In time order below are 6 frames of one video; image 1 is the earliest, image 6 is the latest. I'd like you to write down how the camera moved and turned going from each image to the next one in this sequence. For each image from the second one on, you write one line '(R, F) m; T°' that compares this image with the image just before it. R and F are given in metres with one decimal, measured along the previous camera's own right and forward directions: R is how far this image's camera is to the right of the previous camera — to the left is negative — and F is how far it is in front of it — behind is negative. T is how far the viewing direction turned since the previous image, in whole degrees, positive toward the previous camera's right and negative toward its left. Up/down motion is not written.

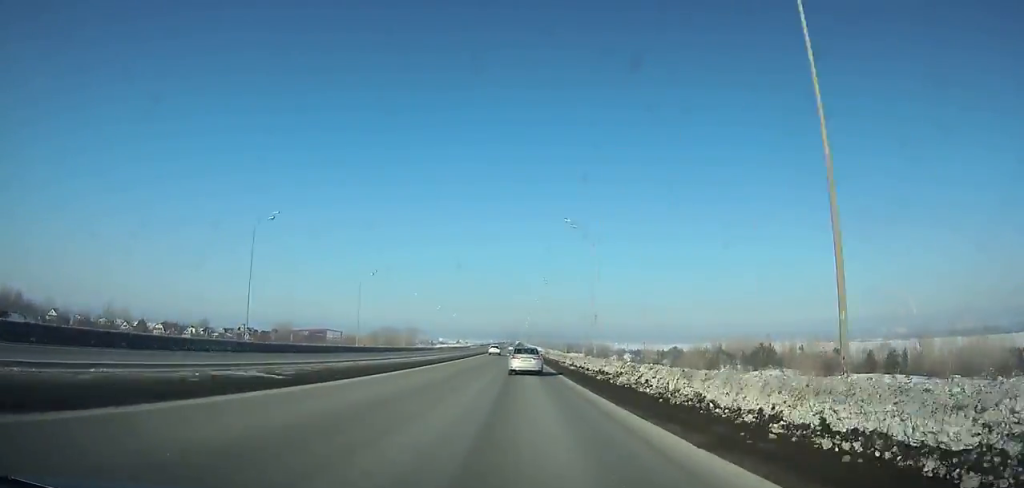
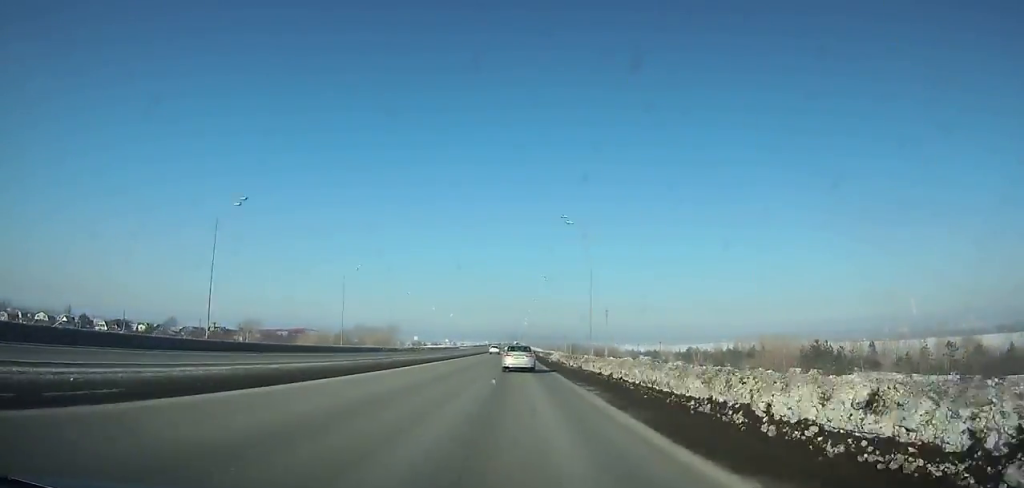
(0.0, +43.8) m; 0°
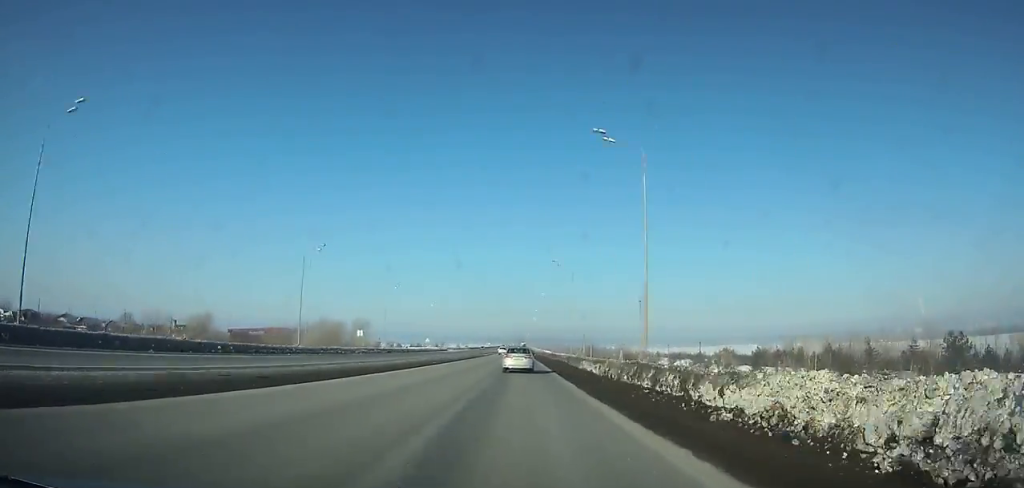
(-0.1, +60.1) m; 0°
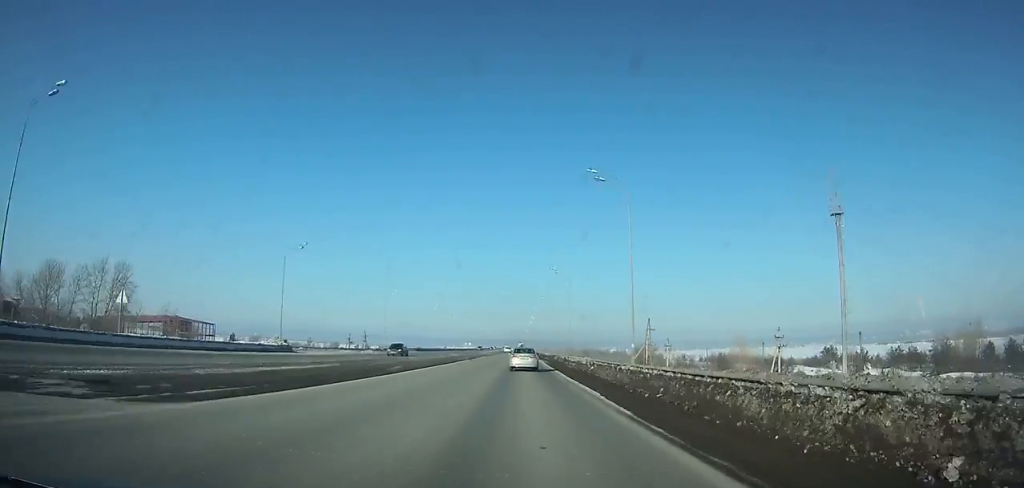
(0.0, +127.4) m; 0°
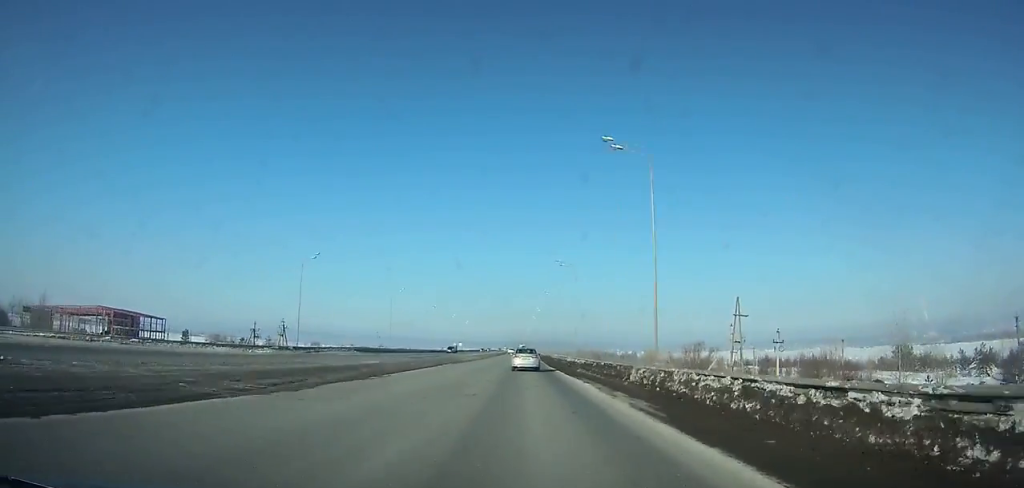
(+0.1, +48.6) m; 0°
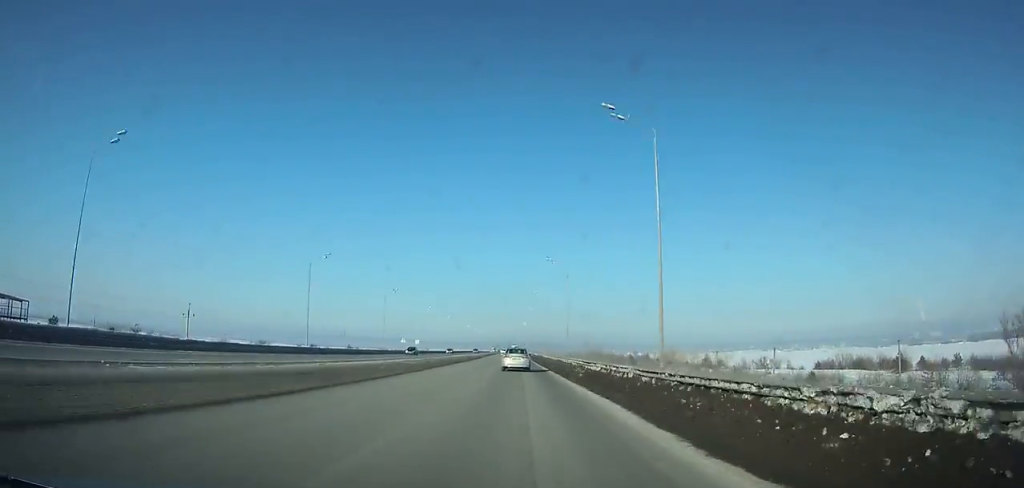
(+0.2, +83.0) m; 0°
